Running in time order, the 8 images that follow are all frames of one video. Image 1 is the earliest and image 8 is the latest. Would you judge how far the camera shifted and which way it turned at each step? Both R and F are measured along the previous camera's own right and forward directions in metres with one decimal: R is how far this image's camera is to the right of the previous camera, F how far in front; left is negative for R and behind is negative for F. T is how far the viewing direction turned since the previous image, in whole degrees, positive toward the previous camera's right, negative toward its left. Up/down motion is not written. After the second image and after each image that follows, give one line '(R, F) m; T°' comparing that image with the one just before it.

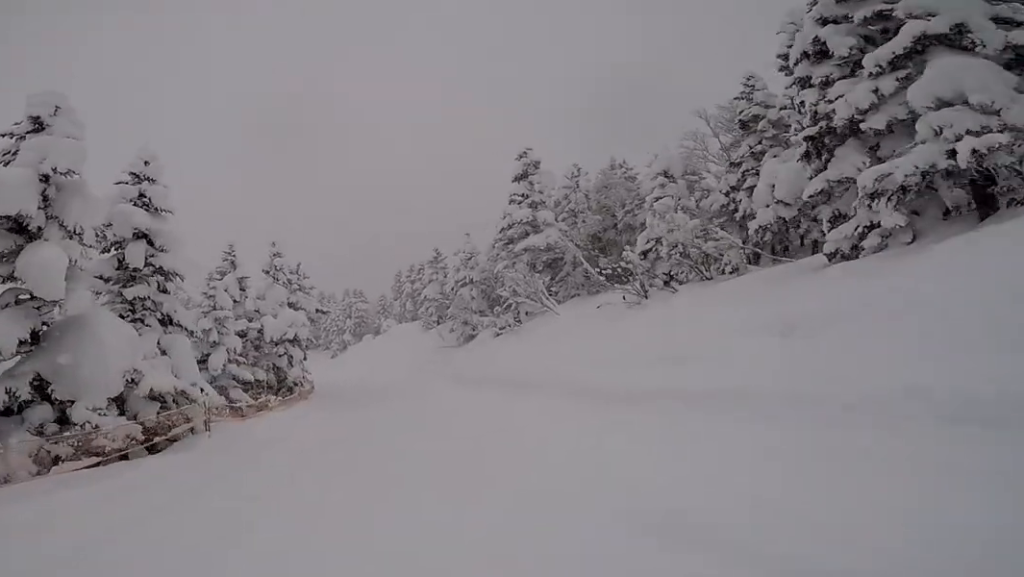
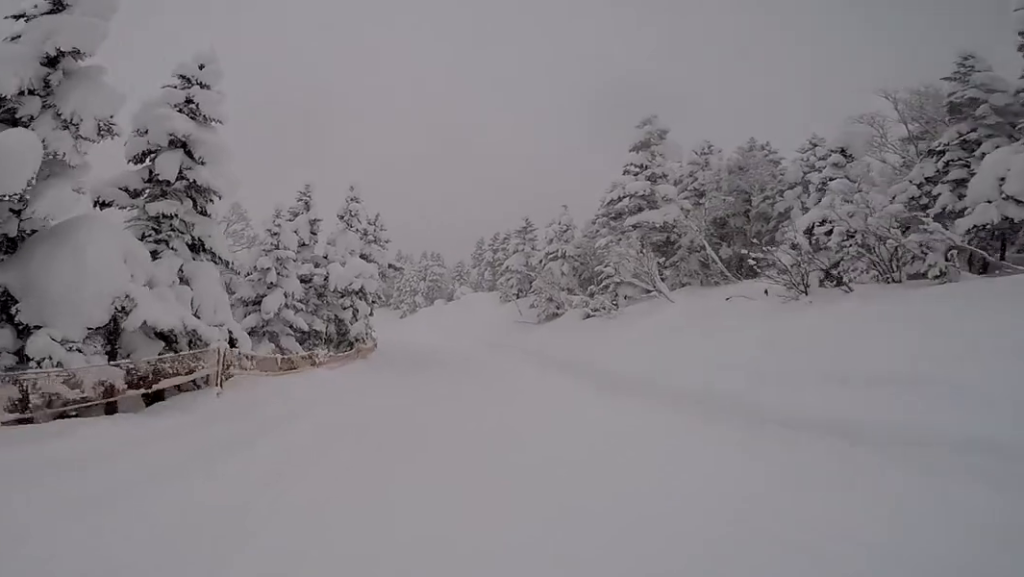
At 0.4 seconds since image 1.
(-0.2, +2.6) m; -3°
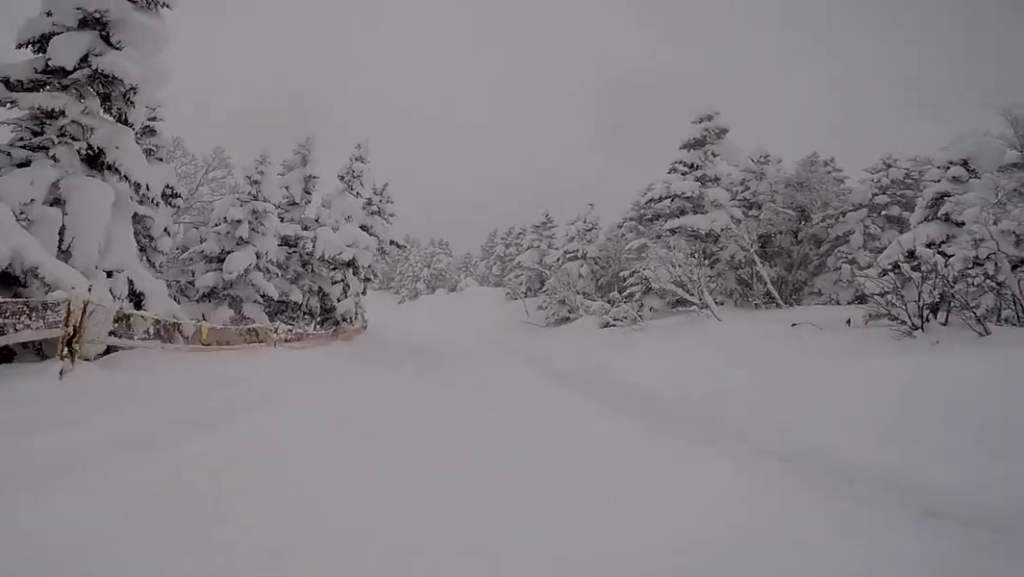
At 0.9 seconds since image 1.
(-0.1, +3.1) m; -1°
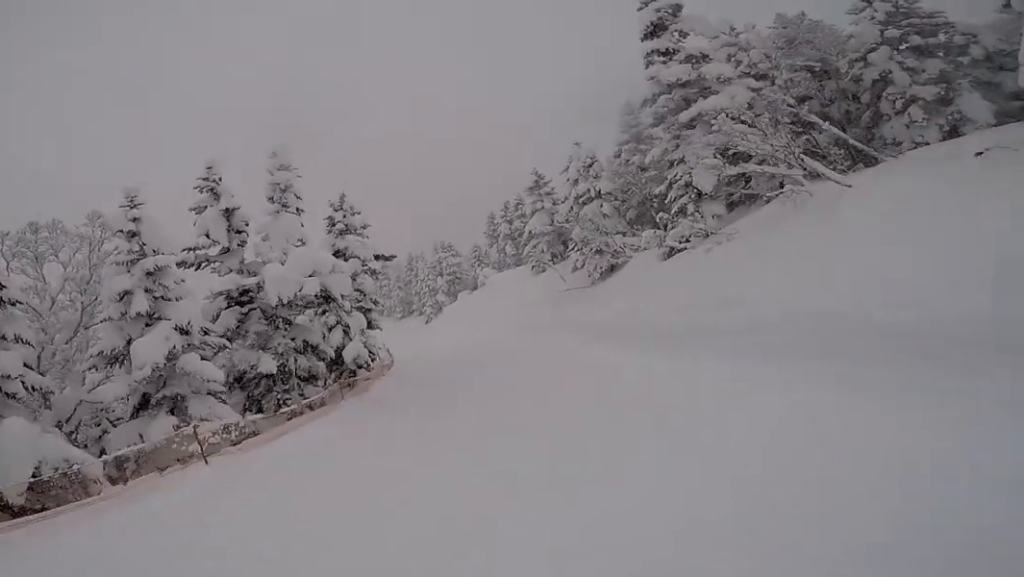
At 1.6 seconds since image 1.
(0.0, +4.8) m; 0°
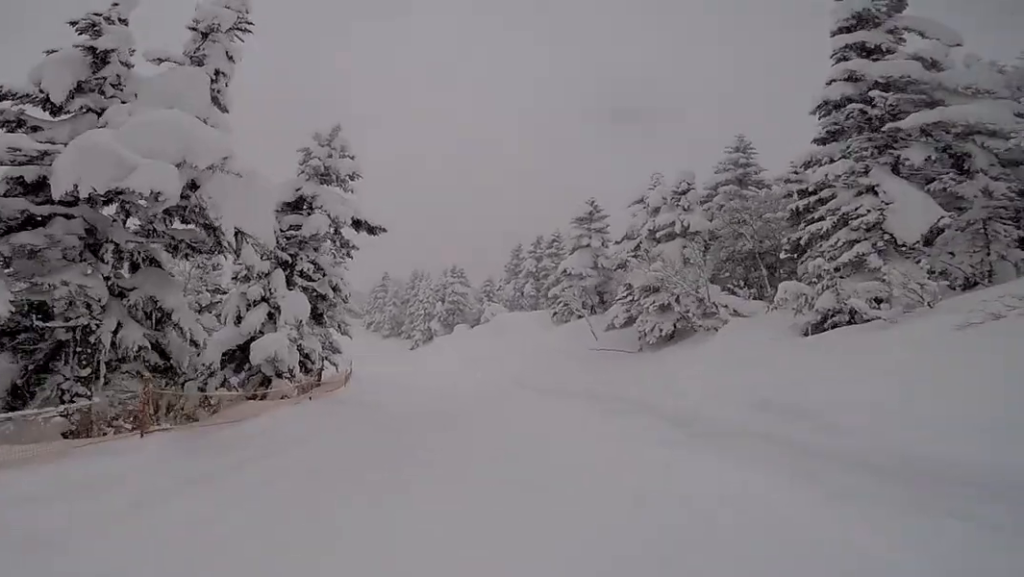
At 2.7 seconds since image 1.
(0.0, +7.4) m; 0°
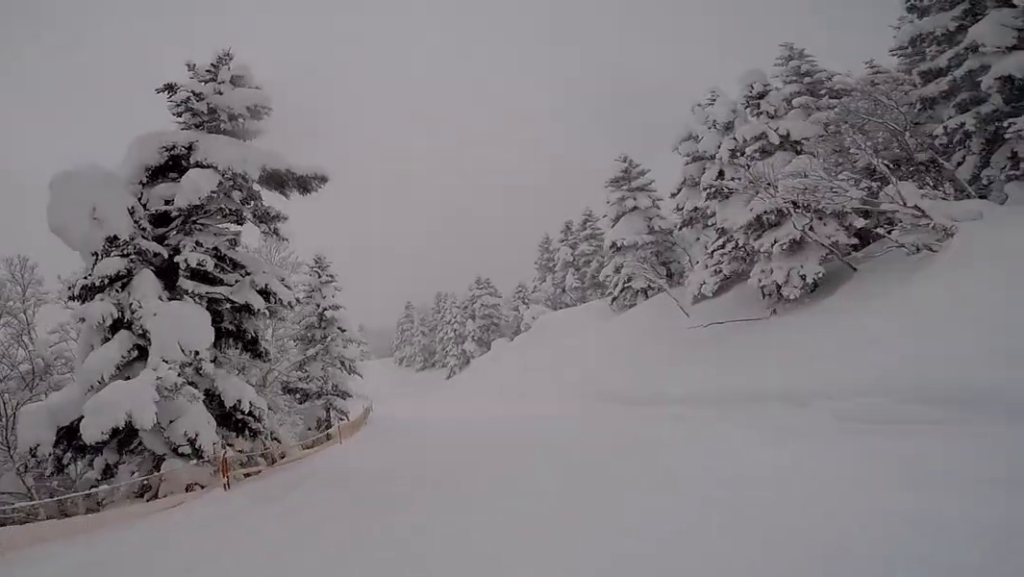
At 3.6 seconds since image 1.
(0.0, +6.2) m; 0°
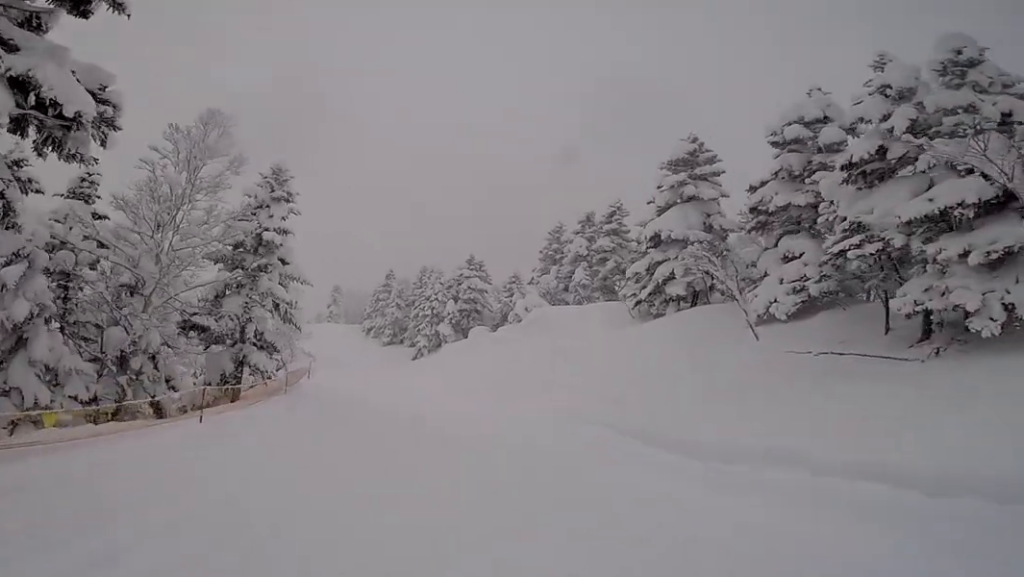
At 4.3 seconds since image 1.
(0.0, +5.3) m; 0°
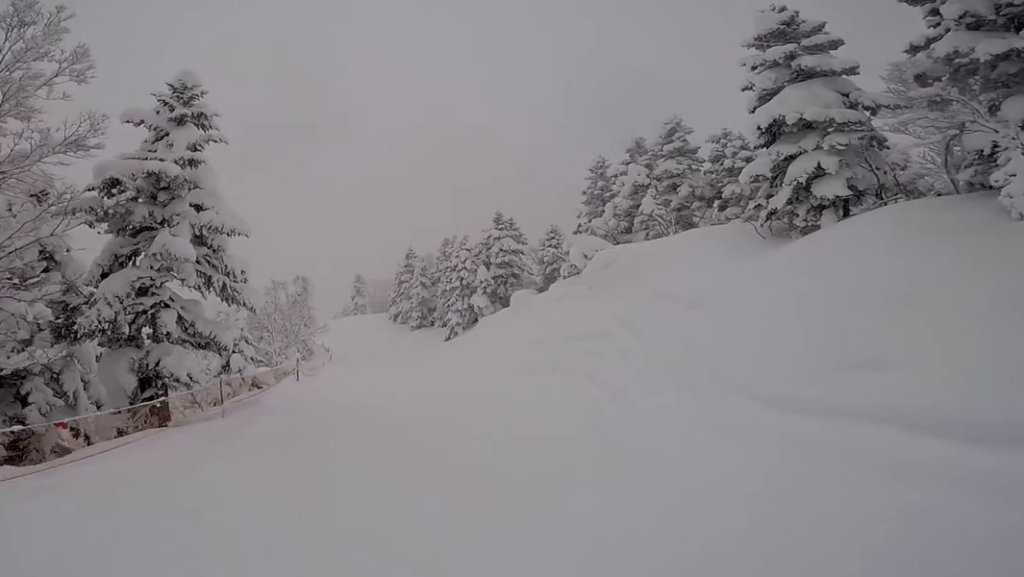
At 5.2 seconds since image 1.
(0.0, +6.3) m; -2°
